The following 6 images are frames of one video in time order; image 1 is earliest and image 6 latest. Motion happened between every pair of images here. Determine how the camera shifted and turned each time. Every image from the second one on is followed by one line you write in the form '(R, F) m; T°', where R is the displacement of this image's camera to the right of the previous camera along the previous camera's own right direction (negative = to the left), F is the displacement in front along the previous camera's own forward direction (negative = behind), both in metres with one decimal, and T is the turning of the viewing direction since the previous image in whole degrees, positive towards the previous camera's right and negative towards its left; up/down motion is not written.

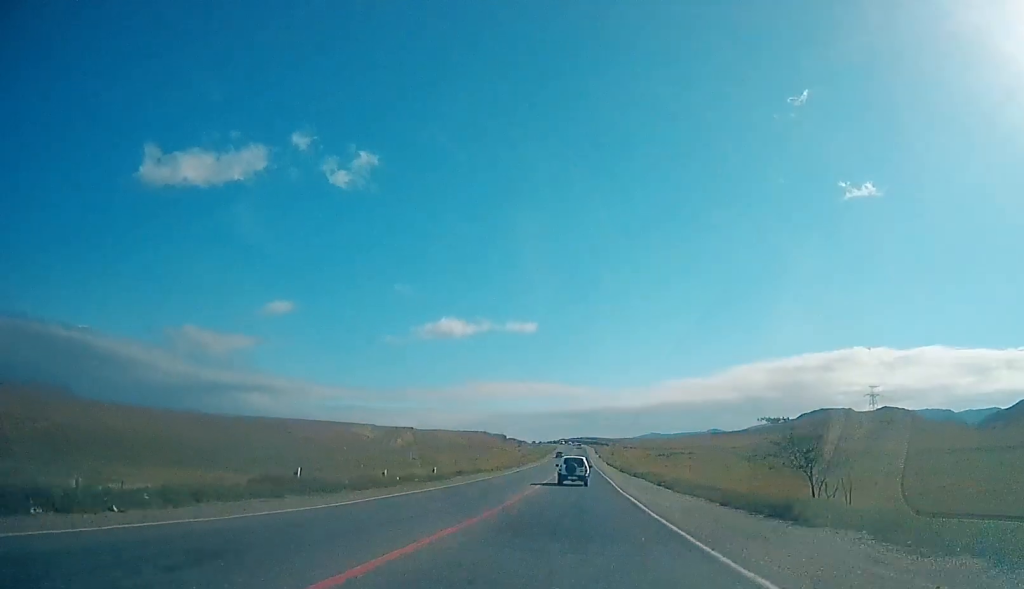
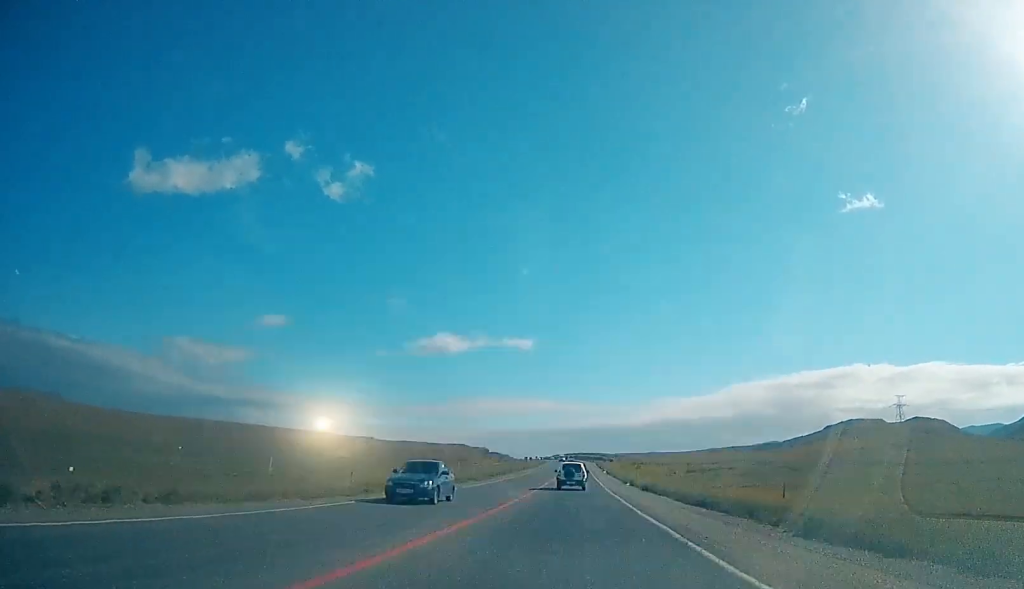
(+1.8, +58.9) m; +1°
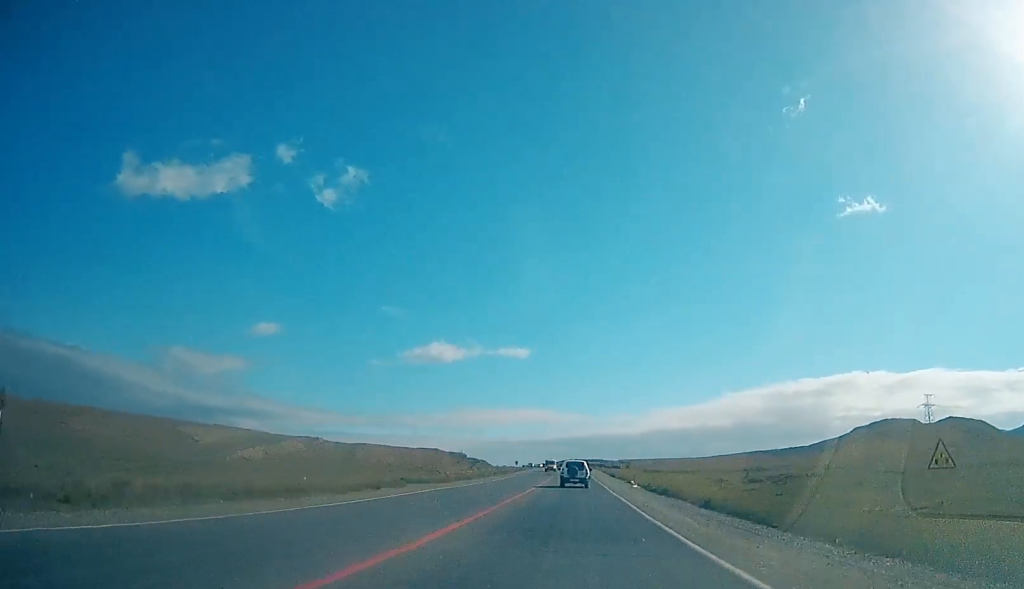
(-0.1, +54.5) m; 0°
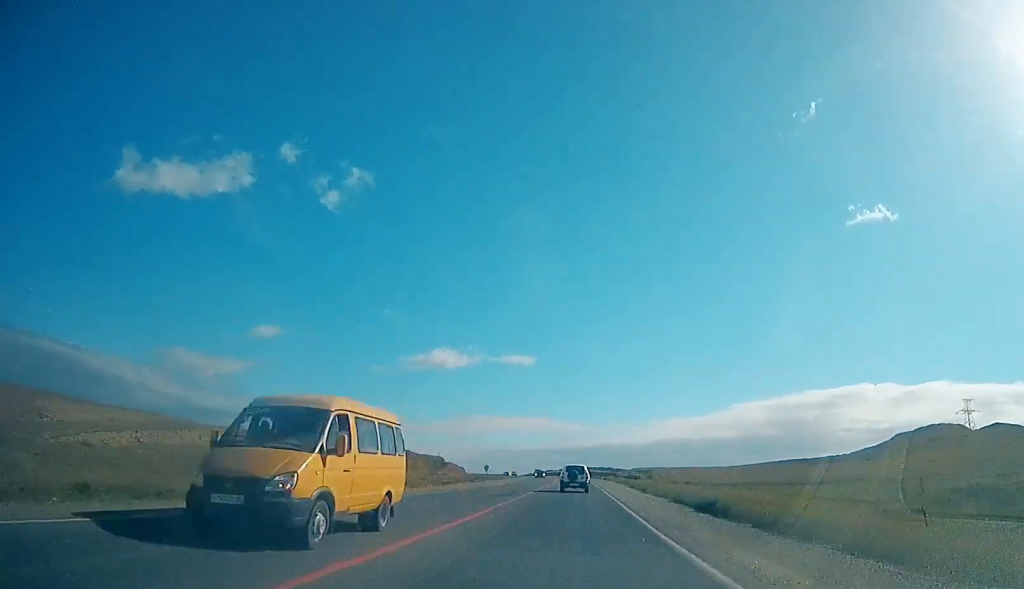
(0.0, +50.9) m; 0°
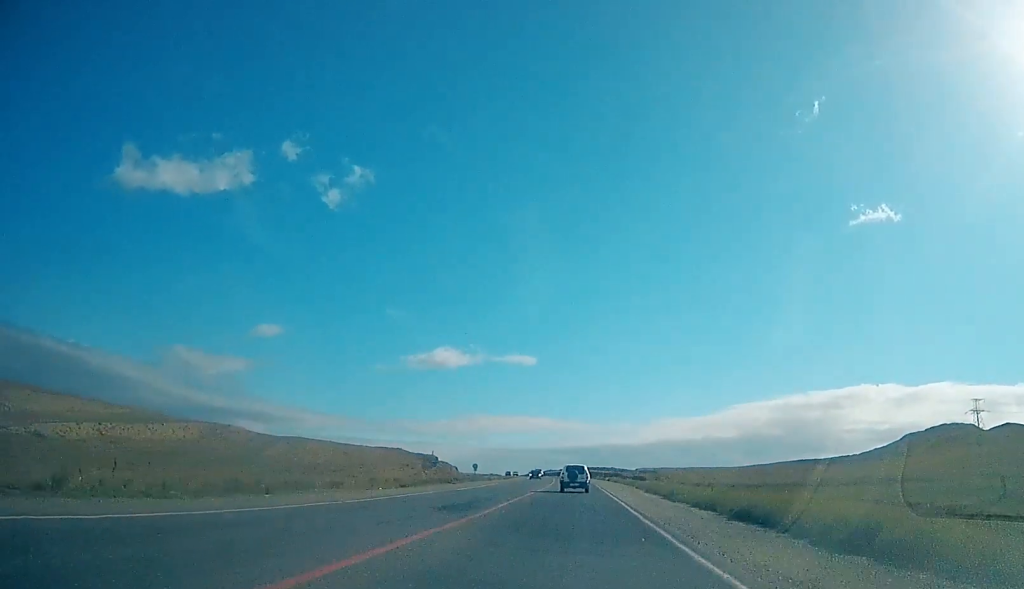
(0.0, +11.1) m; 0°
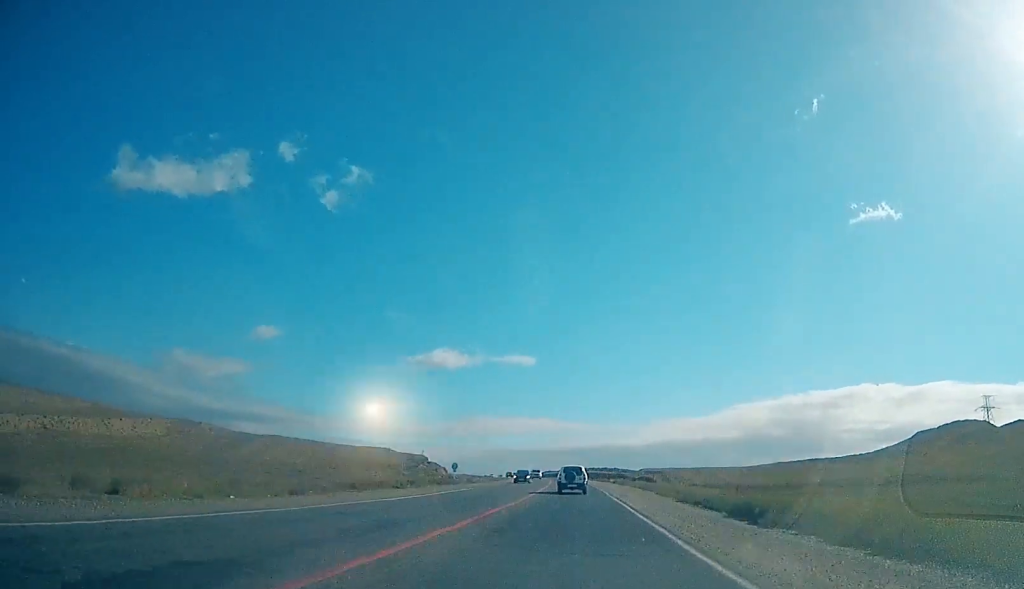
(0.0, +13.6) m; 0°
